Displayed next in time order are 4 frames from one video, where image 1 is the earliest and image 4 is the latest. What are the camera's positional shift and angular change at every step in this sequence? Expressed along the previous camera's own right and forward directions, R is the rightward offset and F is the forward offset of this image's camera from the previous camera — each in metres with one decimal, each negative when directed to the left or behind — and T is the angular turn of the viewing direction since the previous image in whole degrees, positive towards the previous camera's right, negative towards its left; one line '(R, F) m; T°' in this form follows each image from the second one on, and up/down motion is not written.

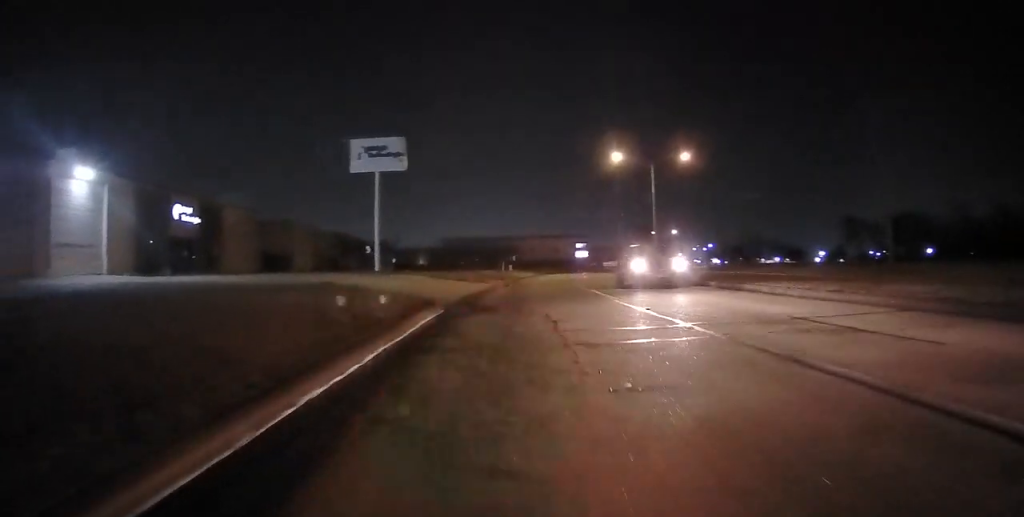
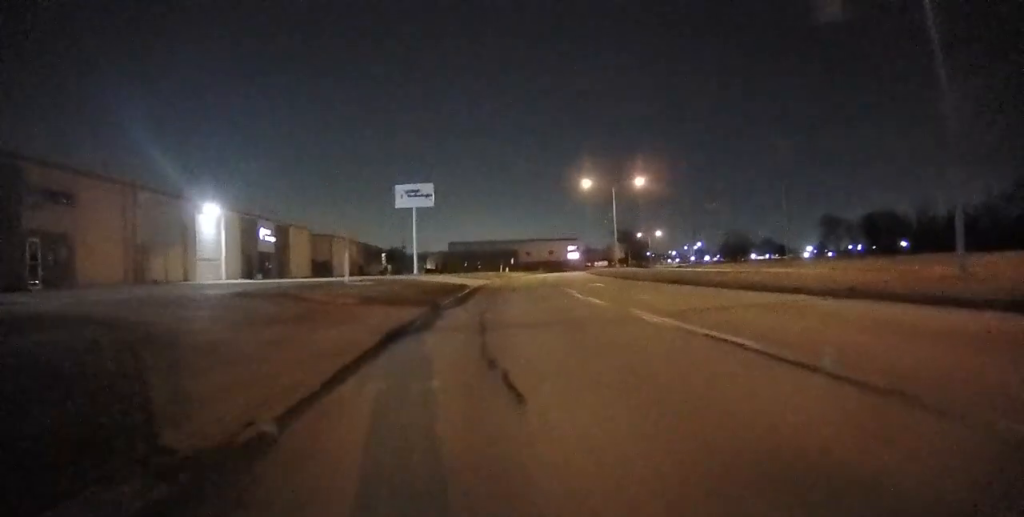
(-0.8, +13.7) m; -4°
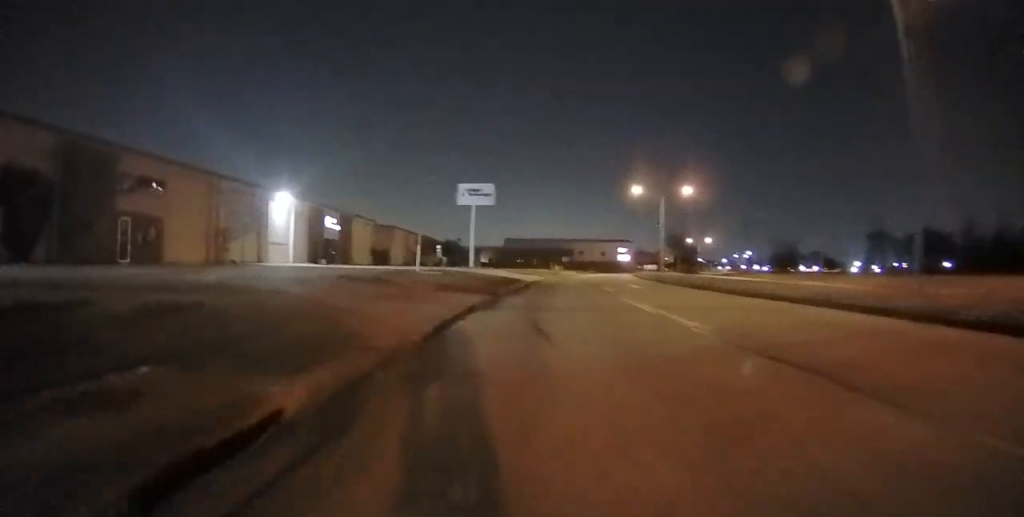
(0.0, +3.2) m; 0°
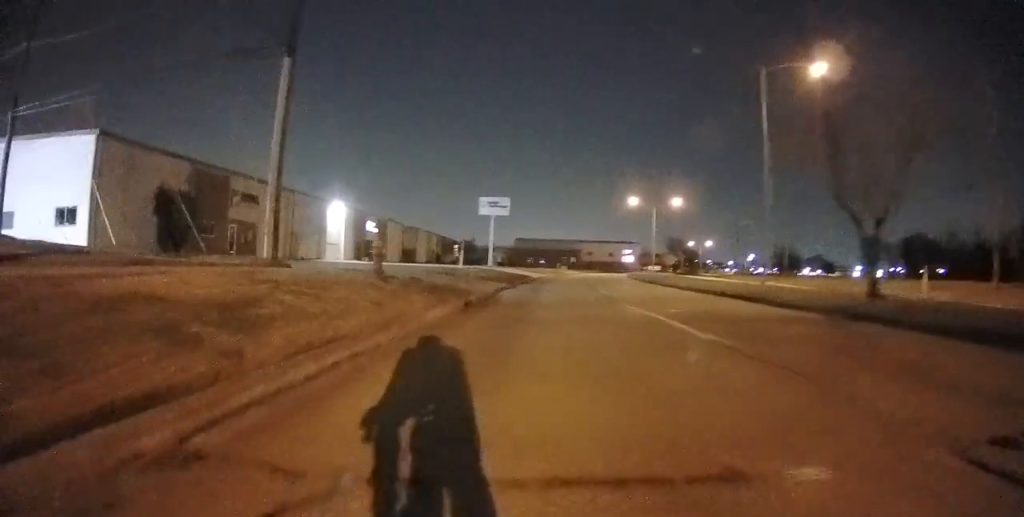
(0.0, +10.5) m; 0°
